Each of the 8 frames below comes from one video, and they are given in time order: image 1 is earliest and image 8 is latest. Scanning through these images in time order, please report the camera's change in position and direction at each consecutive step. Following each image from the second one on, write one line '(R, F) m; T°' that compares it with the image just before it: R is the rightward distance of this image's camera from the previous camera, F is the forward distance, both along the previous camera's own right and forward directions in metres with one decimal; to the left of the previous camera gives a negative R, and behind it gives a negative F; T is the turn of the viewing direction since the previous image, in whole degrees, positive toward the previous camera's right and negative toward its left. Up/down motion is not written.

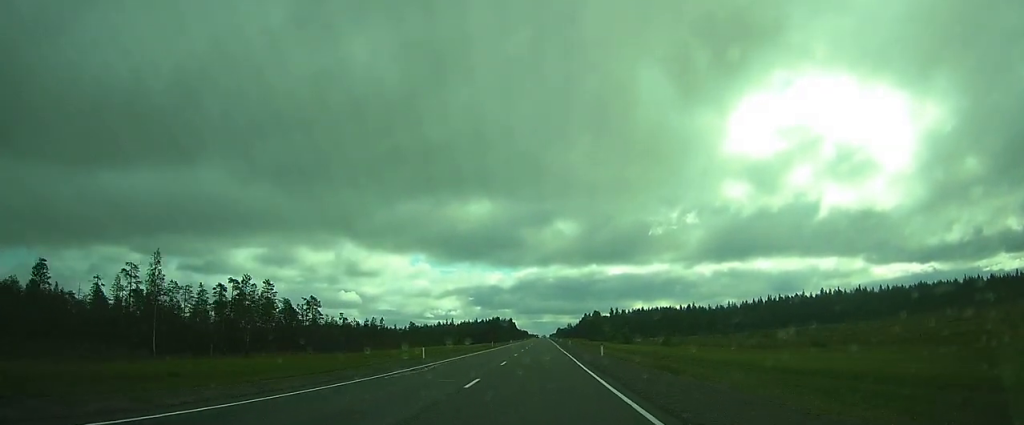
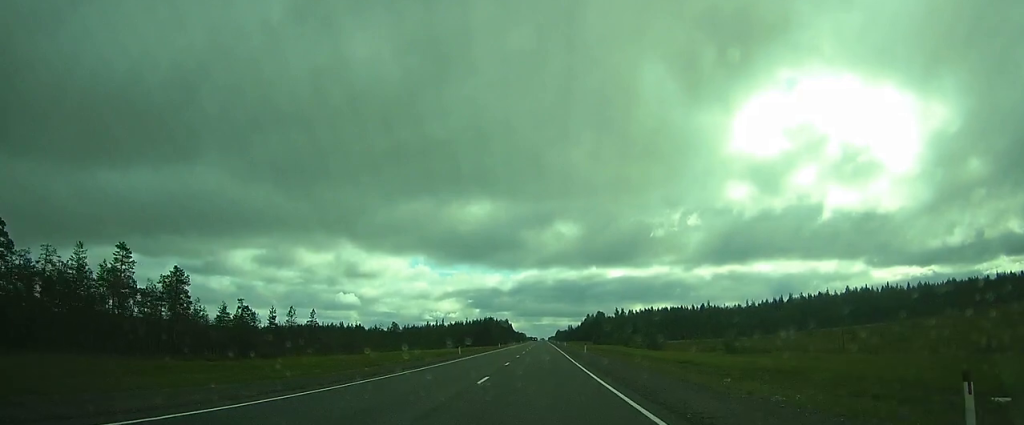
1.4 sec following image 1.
(+0.1, +33.1) m; 0°
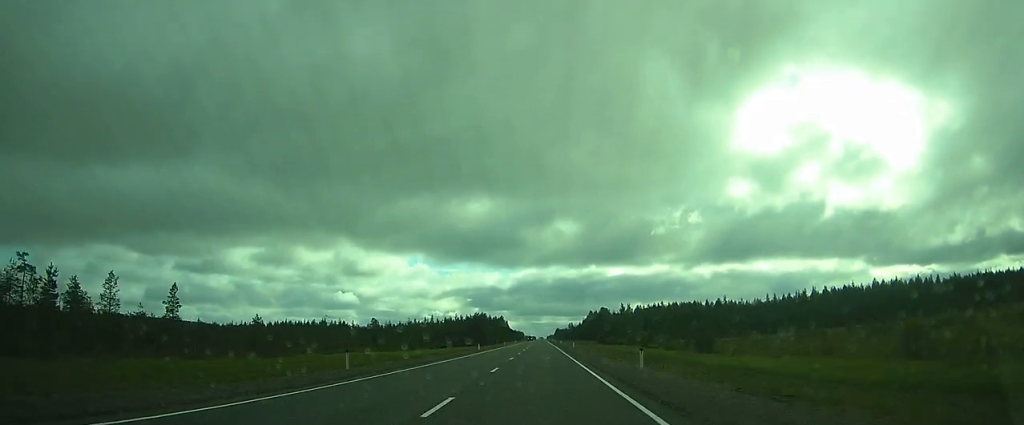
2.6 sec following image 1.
(-0.1, +30.7) m; 0°
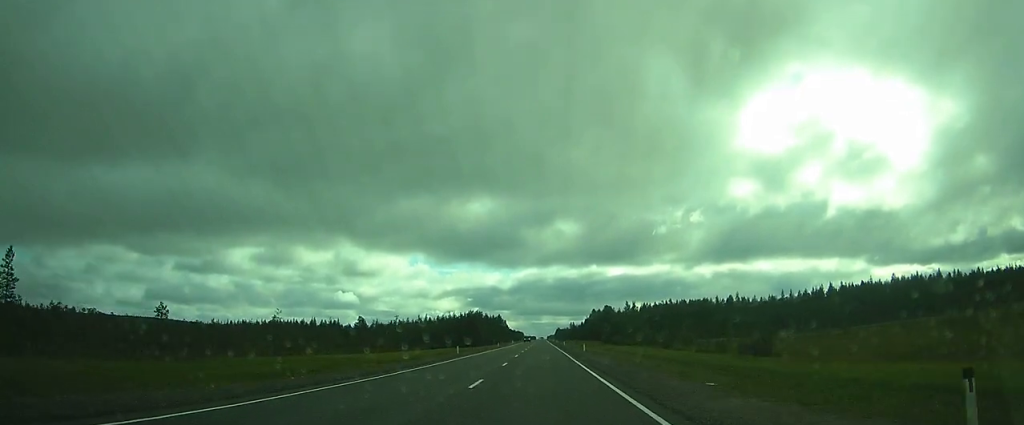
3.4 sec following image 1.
(0.0, +17.8) m; 0°
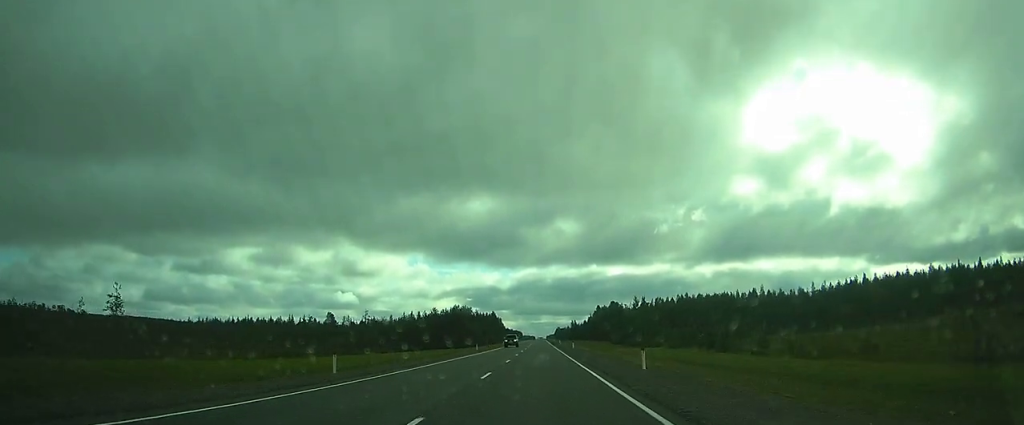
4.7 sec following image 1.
(+0.1, +31.5) m; 0°
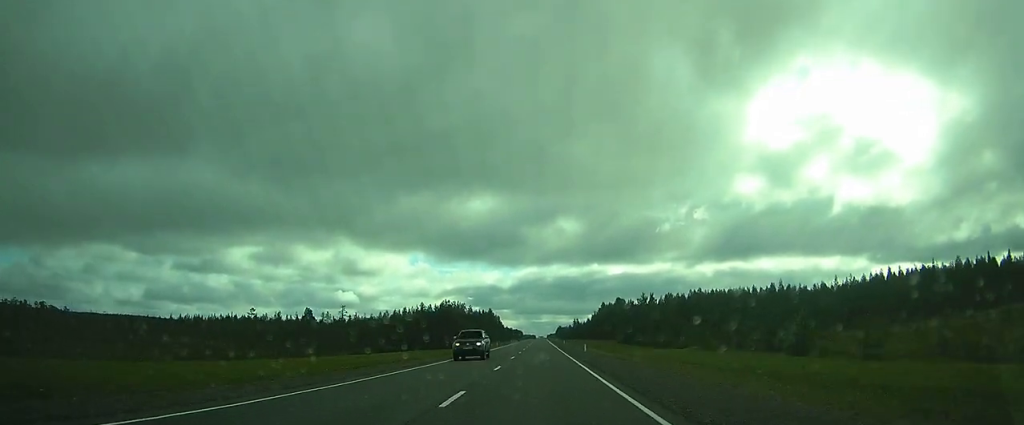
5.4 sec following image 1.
(0.0, +18.7) m; 0°
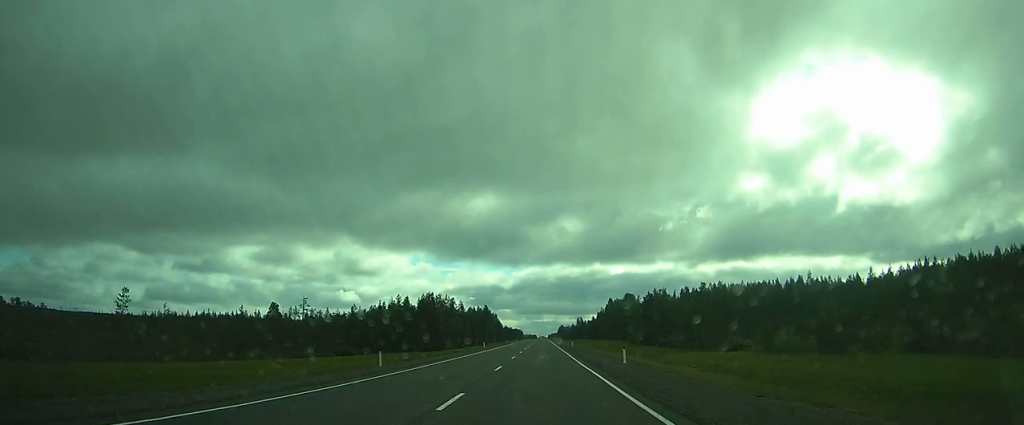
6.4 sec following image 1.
(-0.2, +23.7) m; -1°
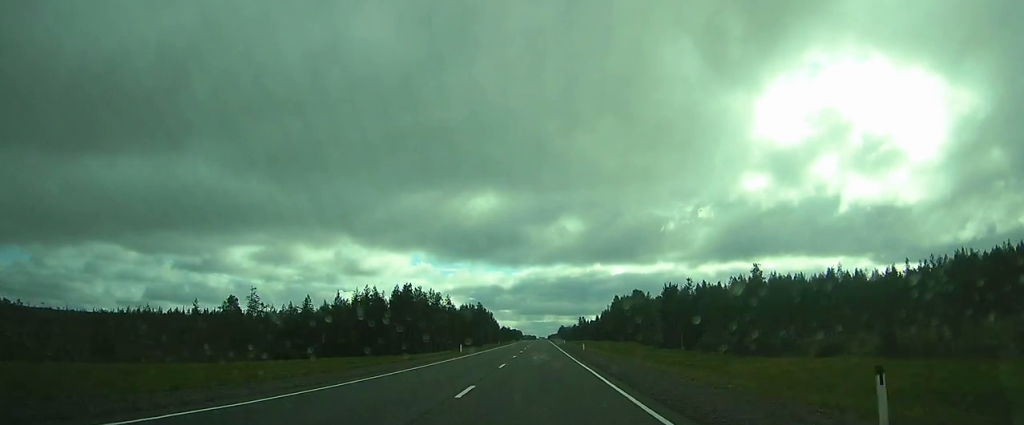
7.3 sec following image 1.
(0.0, +21.1) m; 0°
